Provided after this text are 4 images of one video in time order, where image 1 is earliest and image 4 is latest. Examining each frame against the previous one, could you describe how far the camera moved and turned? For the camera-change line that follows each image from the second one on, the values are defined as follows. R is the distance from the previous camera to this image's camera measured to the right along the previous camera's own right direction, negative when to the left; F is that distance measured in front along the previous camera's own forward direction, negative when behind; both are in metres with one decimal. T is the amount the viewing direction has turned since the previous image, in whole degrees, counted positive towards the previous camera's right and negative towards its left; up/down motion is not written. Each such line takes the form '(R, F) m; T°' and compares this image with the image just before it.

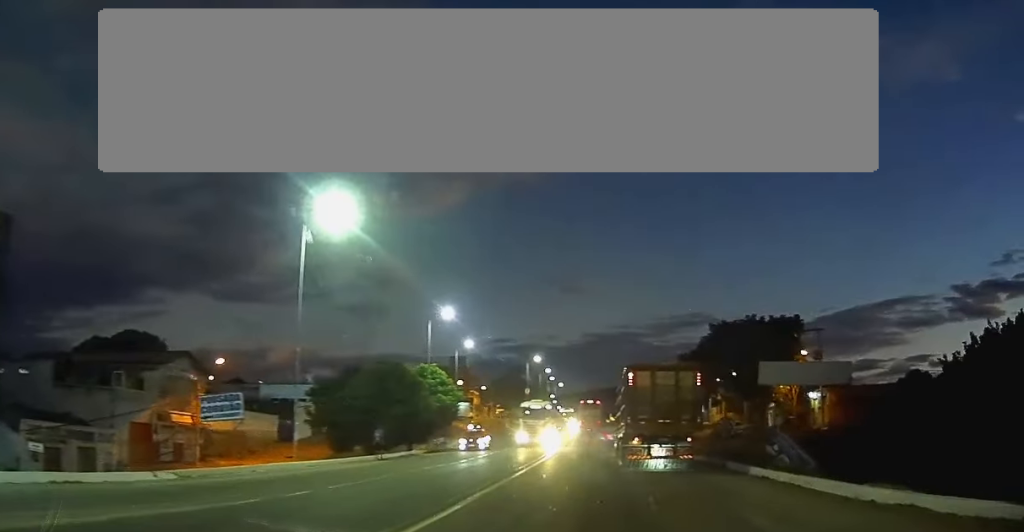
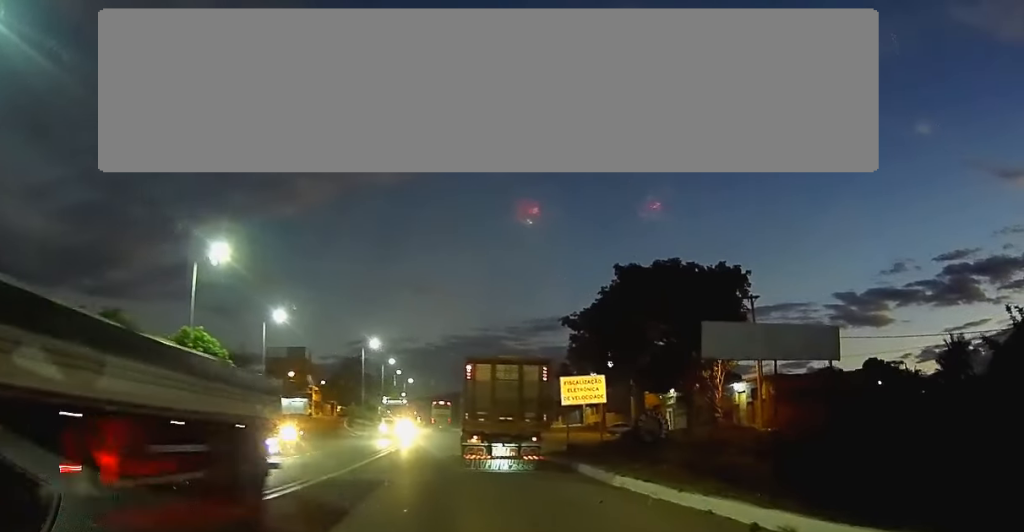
(+1.7, +17.8) m; +10°
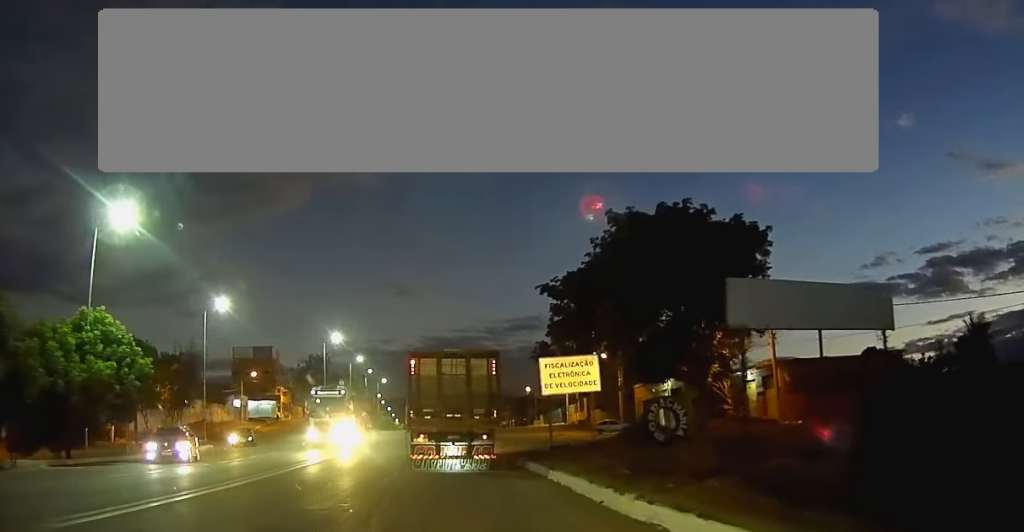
(0.0, +7.5) m; -4°
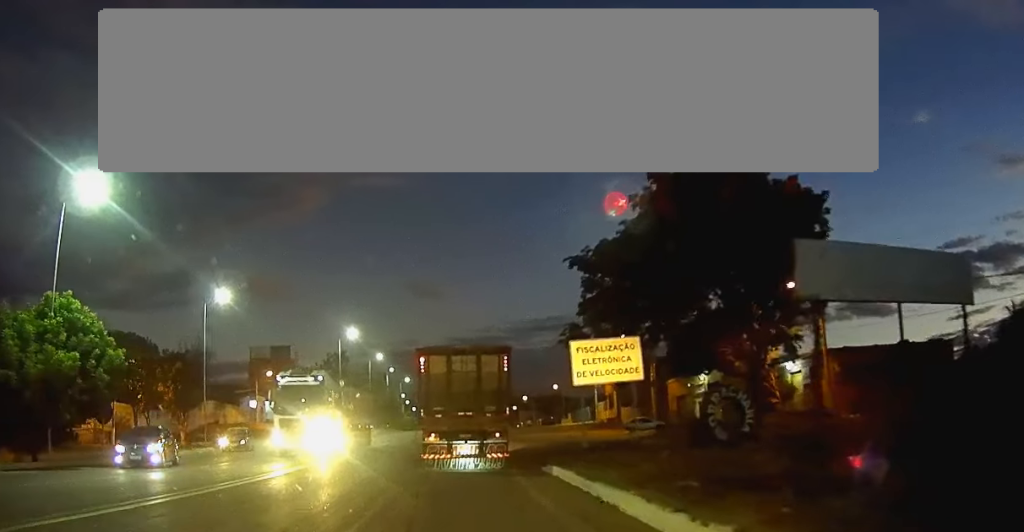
(-0.2, +4.3) m; -3°
